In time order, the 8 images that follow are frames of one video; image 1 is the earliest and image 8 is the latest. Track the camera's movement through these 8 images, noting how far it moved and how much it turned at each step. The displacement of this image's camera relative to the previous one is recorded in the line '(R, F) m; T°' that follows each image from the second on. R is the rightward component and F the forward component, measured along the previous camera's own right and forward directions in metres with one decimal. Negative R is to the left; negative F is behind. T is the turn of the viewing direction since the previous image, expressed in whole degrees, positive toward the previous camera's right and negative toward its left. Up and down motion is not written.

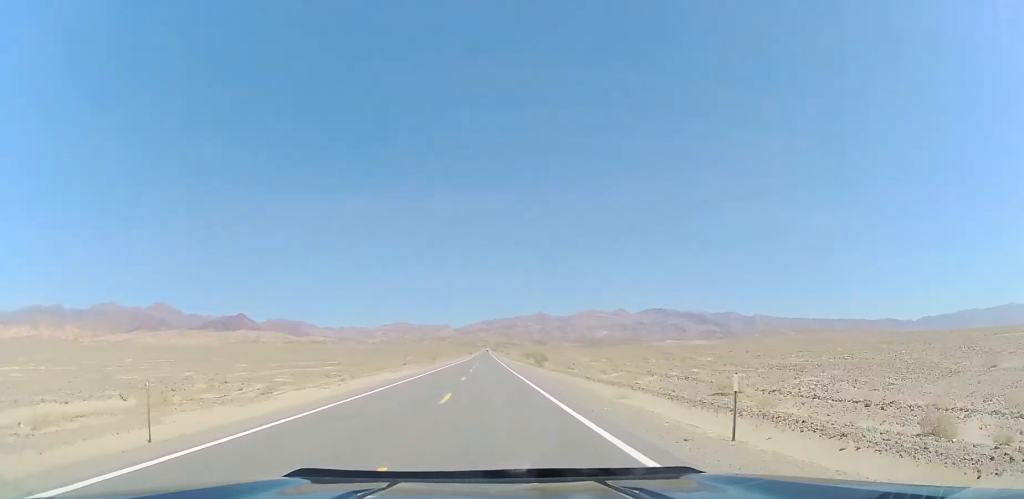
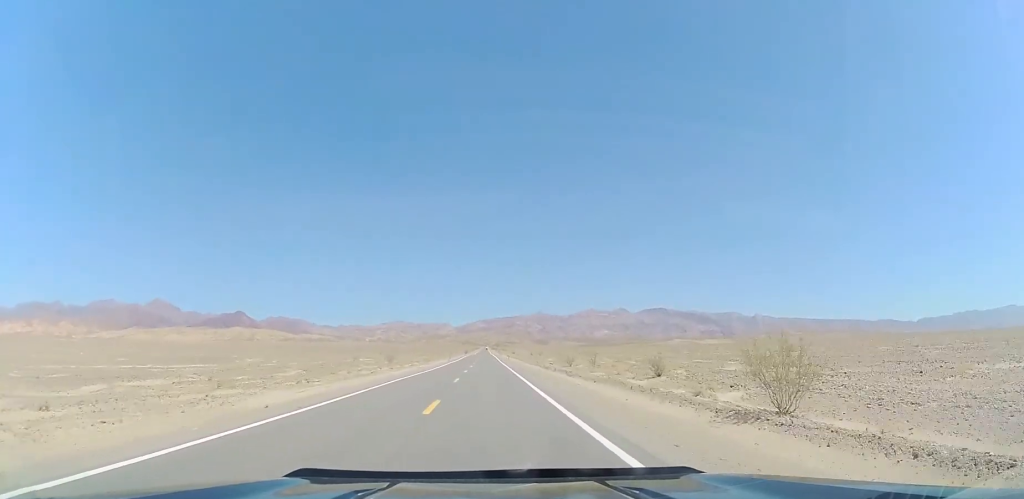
(+0.4, +63.1) m; -1°
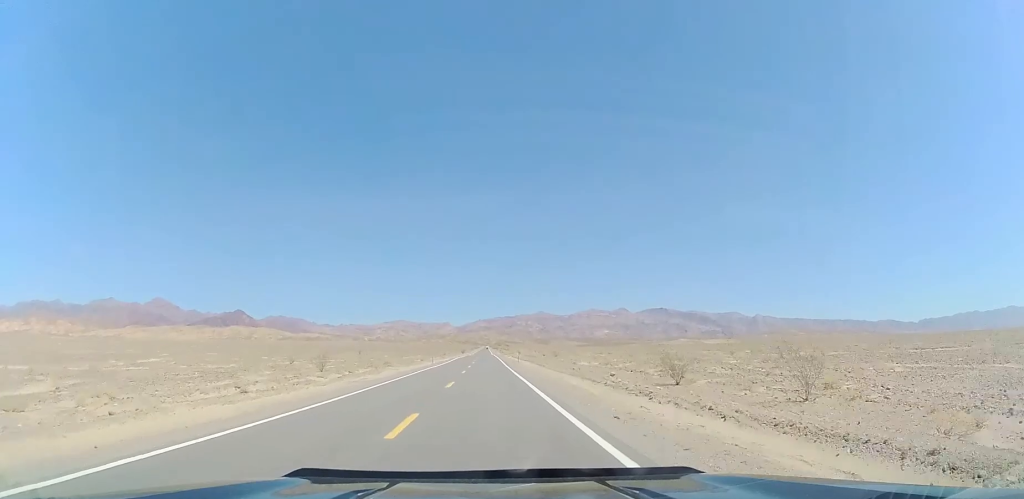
(-0.8, +34.7) m; -1°
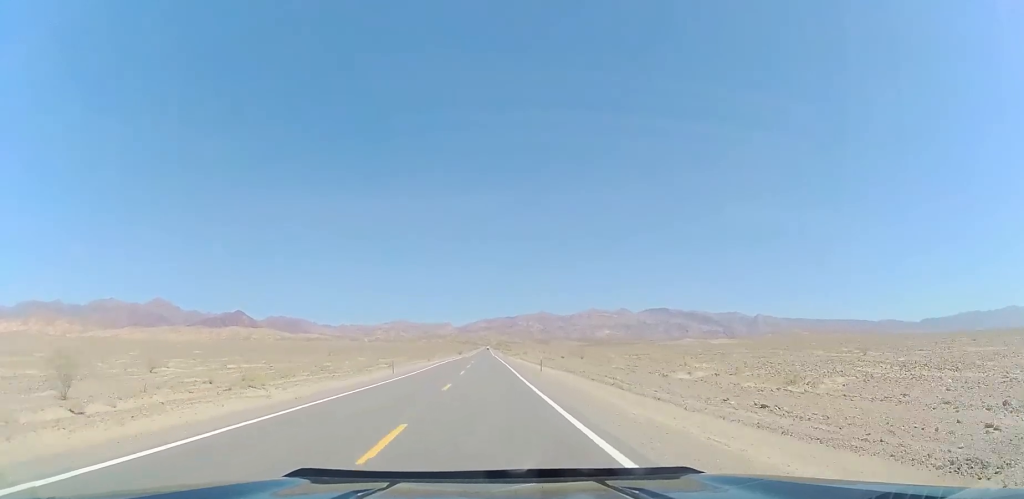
(+0.2, +31.1) m; +1°
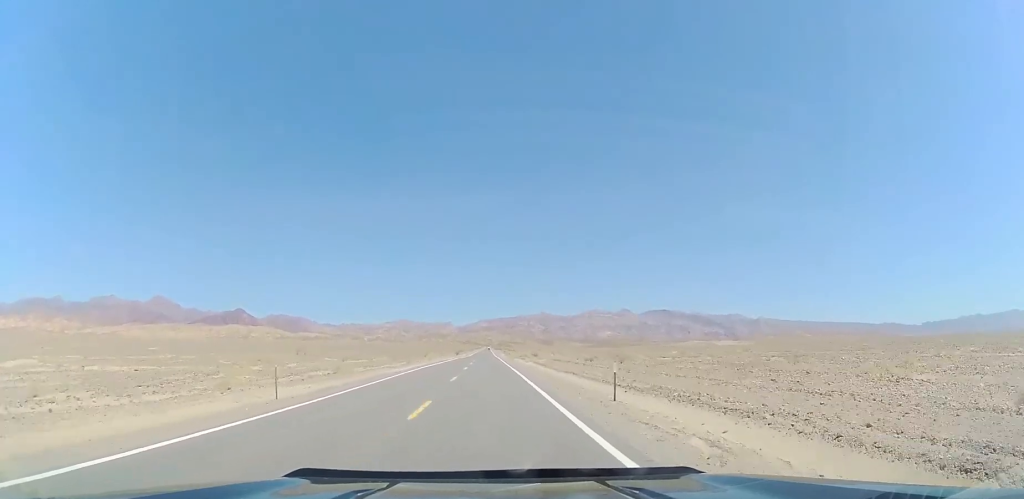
(+0.1, +24.4) m; 0°
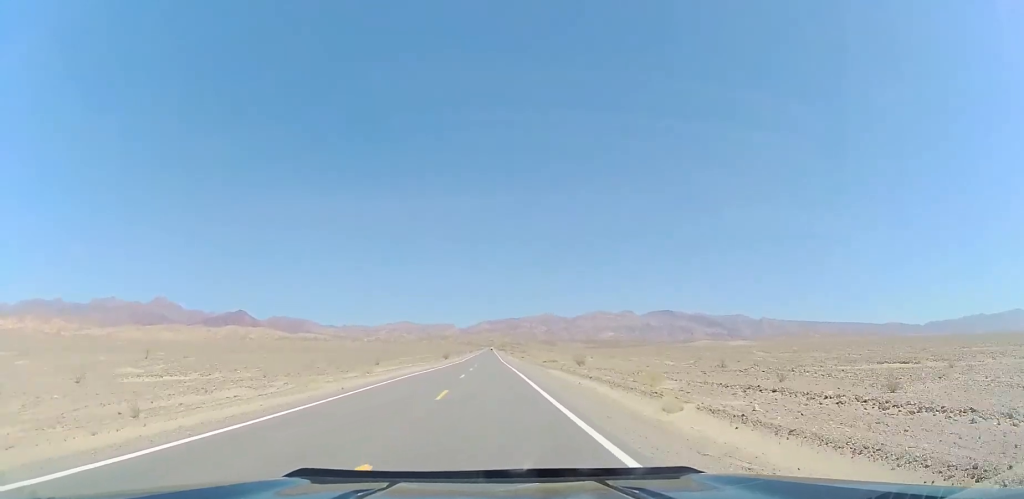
(0.0, +53.3) m; 0°
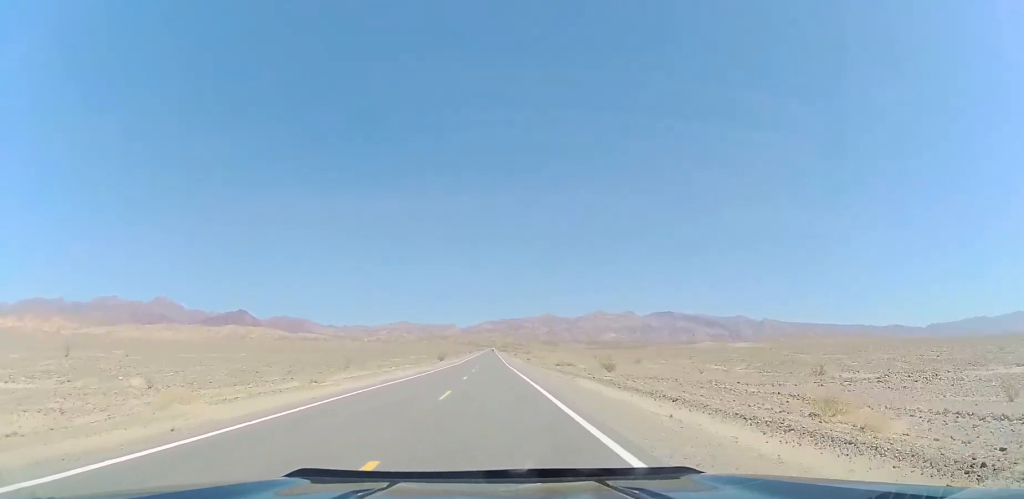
(0.0, +14.4) m; 0°
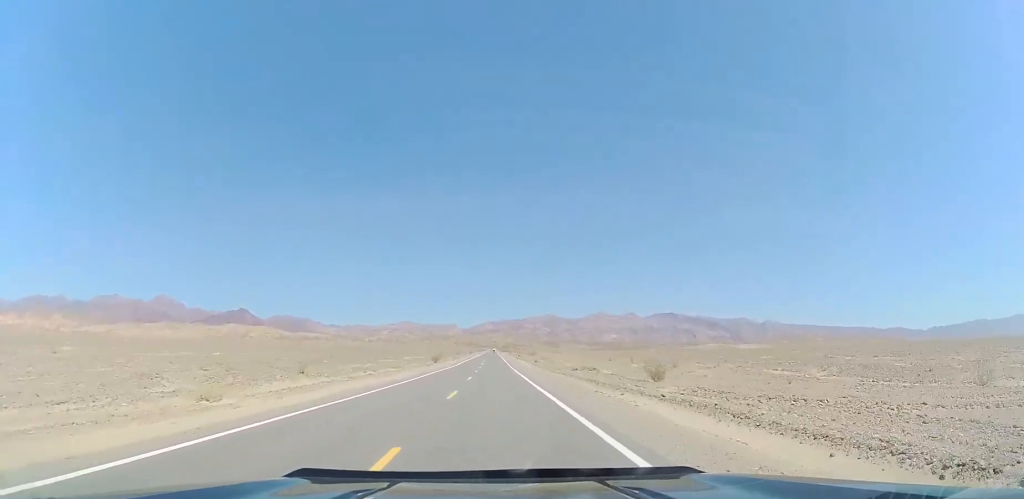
(0.0, +13.3) m; 0°
